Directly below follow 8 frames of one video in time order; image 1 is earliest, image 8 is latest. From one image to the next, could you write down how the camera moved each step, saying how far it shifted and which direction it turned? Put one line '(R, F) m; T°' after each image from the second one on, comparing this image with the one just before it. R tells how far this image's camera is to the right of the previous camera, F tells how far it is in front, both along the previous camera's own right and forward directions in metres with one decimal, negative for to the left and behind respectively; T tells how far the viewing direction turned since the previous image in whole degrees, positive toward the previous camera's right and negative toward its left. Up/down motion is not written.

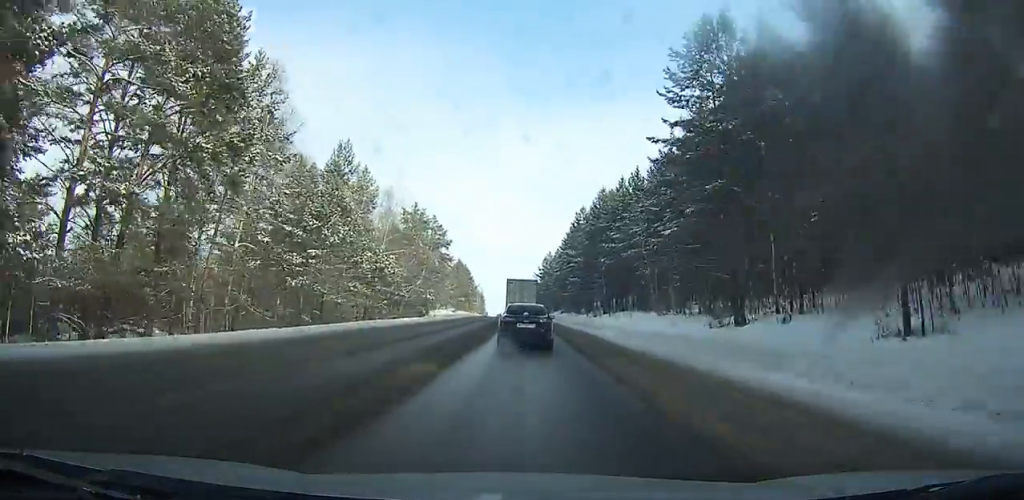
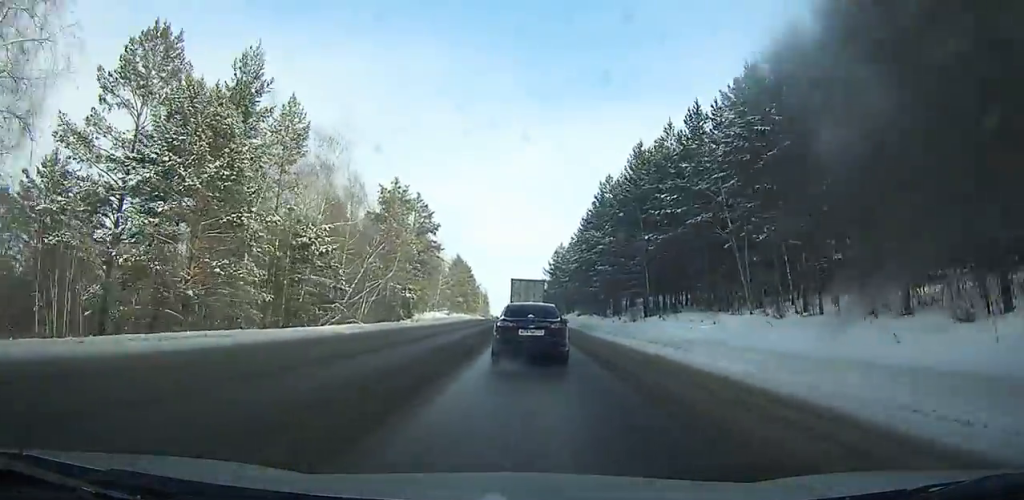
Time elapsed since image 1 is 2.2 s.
(-0.5, +22.7) m; -2°
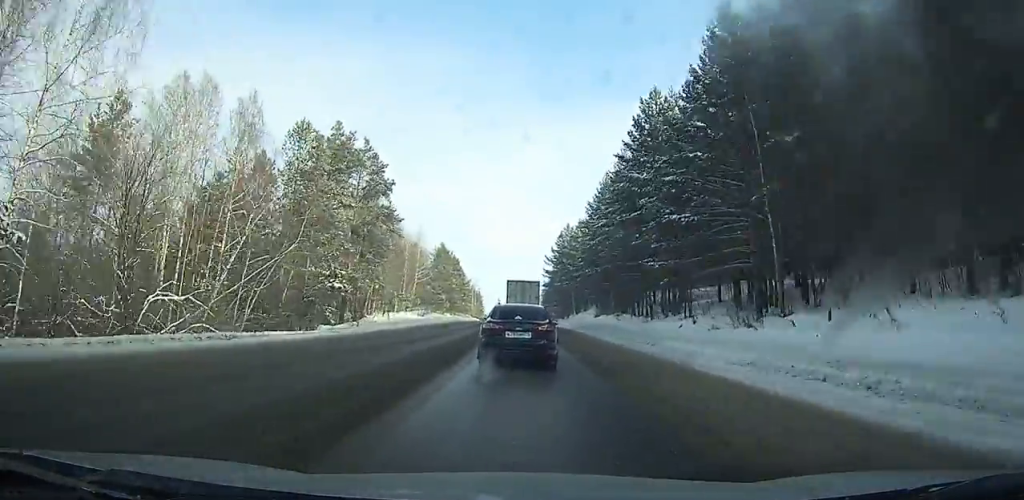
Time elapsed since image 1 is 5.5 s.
(-0.3, +28.9) m; -1°
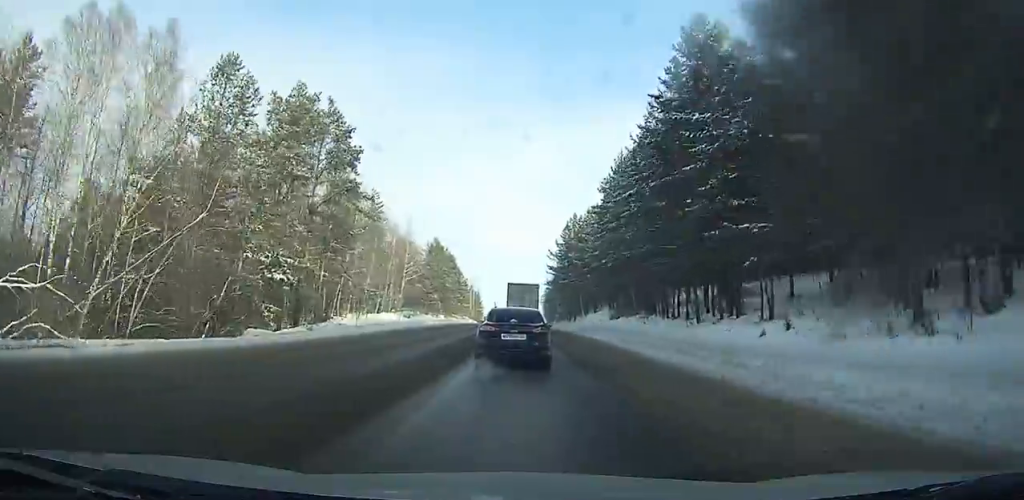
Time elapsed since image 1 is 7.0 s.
(-0.1, +12.1) m; 0°
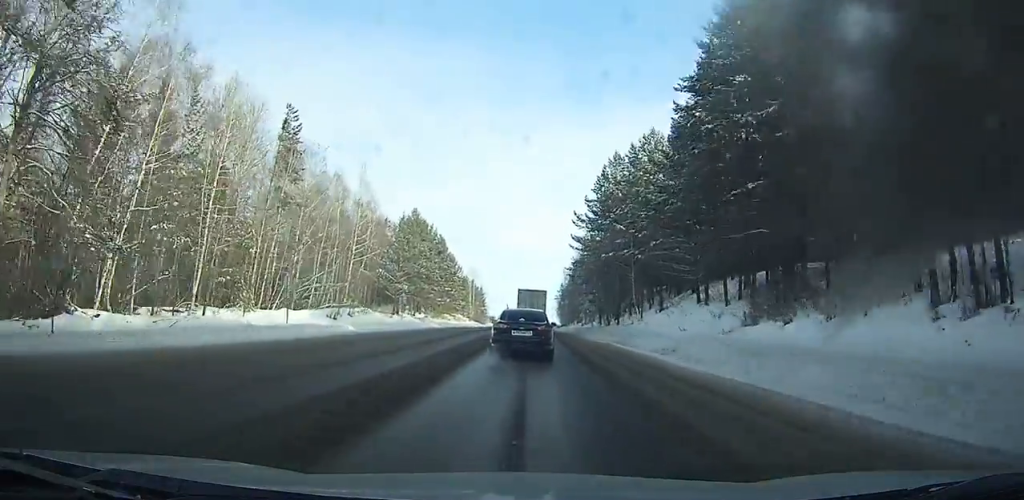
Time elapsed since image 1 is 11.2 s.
(-0.1, +33.4) m; 0°
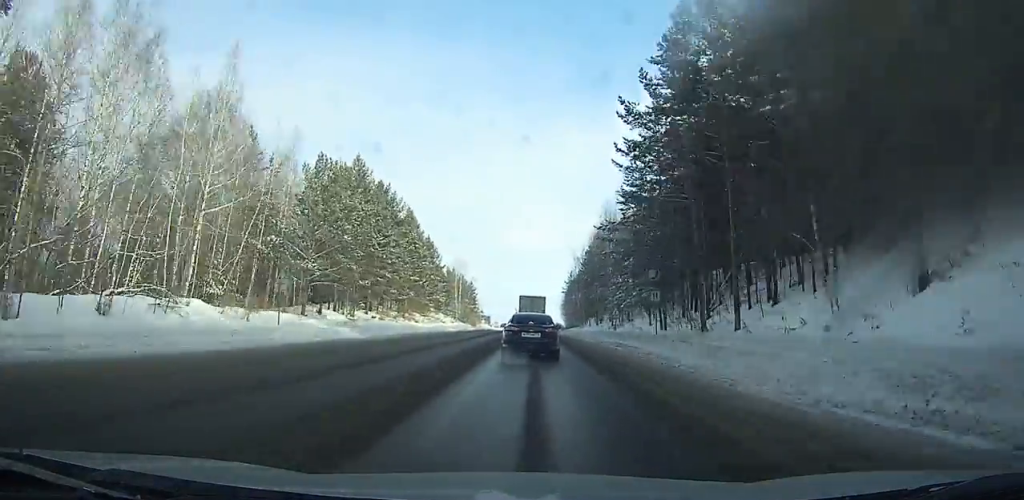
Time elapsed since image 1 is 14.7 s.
(0.0, +30.1) m; 0°
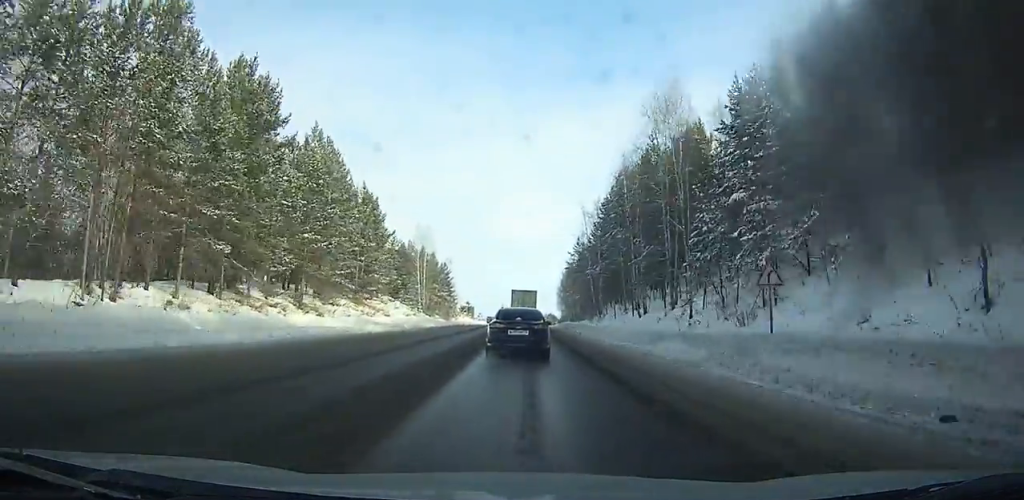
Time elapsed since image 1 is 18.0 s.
(+0.1, +31.2) m; +1°
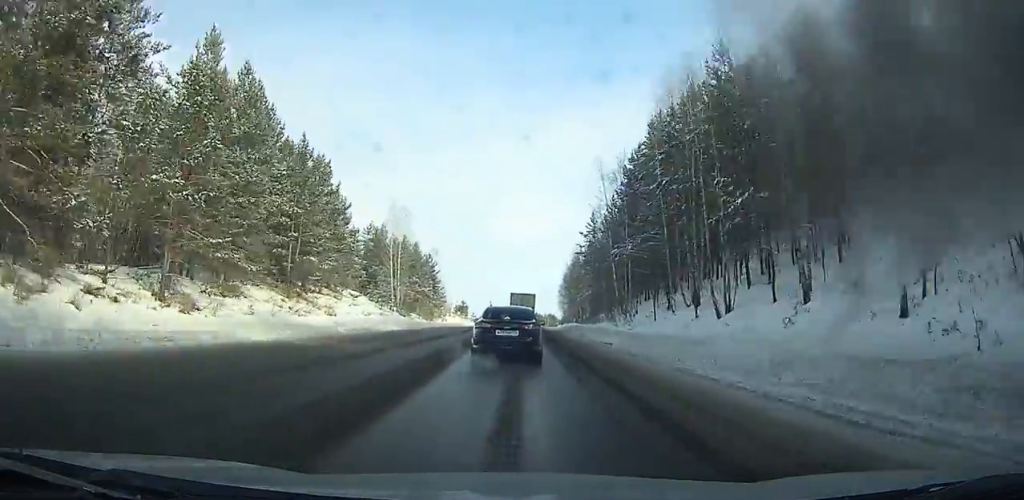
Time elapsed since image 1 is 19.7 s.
(+0.1, +16.9) m; 0°
